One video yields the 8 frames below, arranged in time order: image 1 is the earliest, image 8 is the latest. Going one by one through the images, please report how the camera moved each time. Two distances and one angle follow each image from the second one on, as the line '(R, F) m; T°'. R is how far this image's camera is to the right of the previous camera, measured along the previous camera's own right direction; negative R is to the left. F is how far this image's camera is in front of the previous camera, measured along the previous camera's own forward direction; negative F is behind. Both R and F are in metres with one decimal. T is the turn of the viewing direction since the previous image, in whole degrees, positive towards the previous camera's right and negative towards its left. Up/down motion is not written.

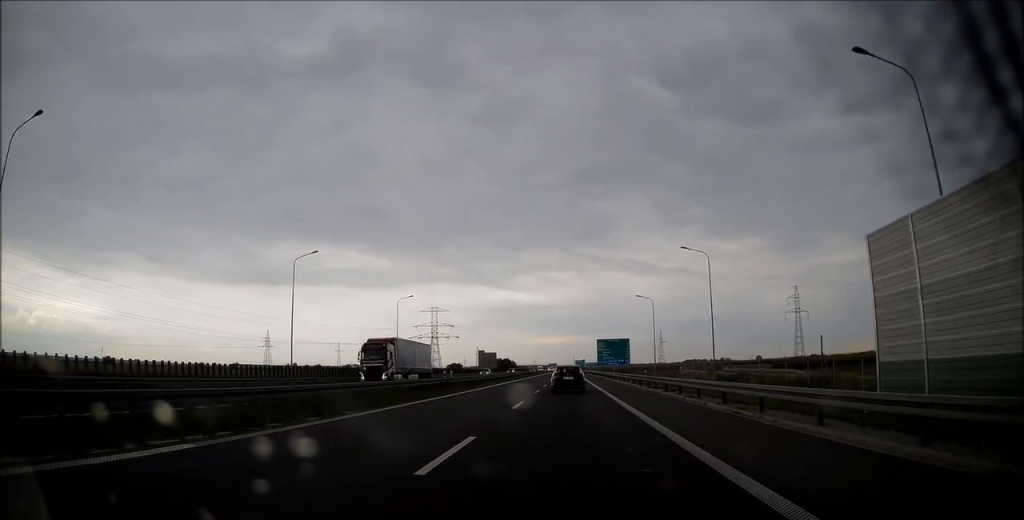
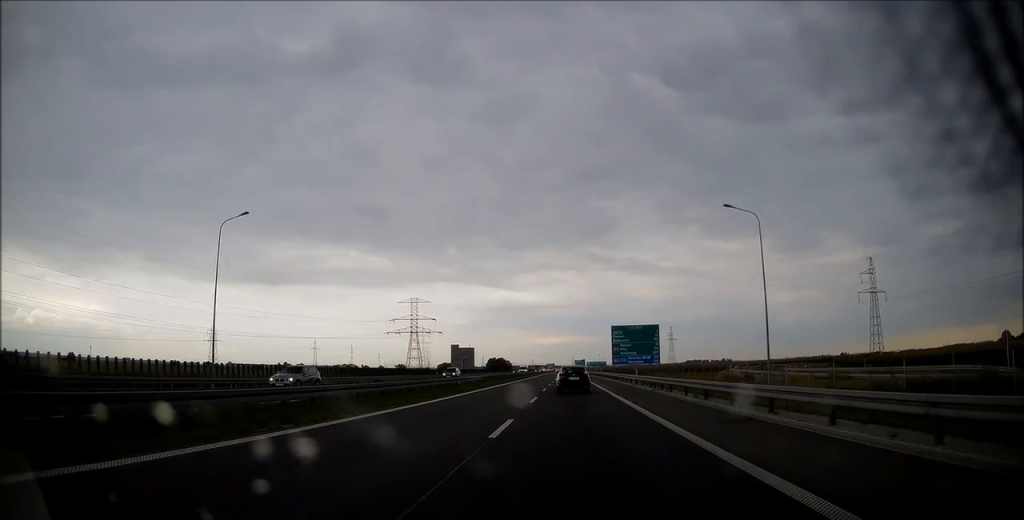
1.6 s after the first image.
(-0.2, +44.0) m; 0°
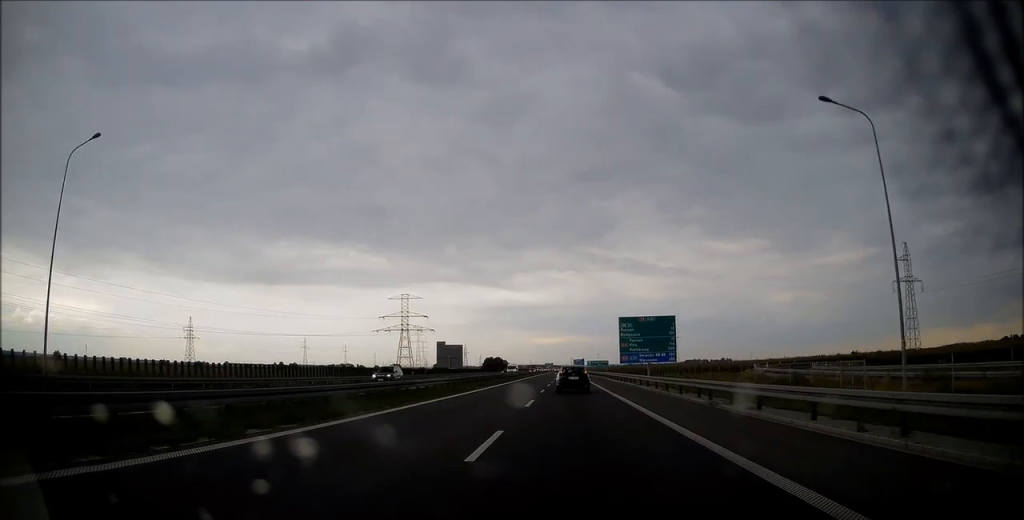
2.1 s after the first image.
(0.0, +14.9) m; 0°
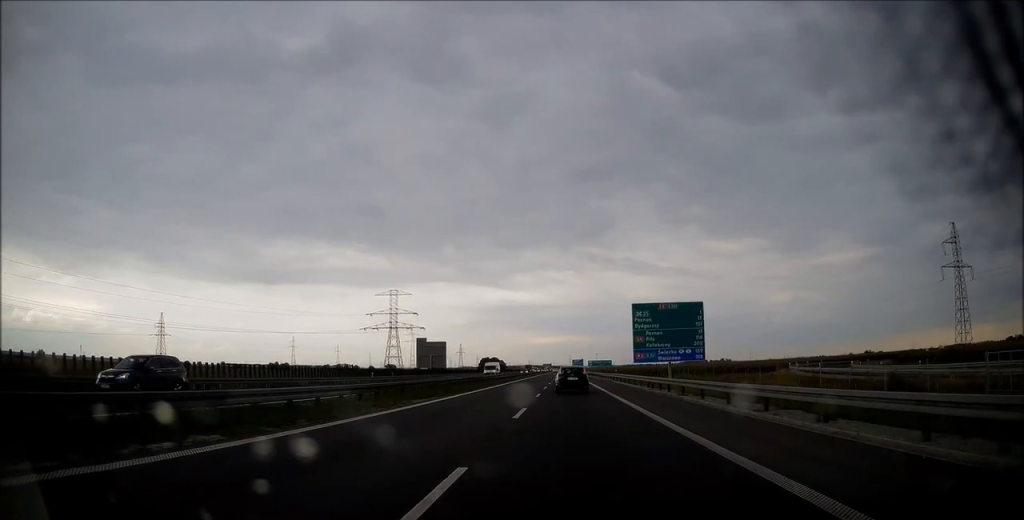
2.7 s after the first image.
(0.0, +16.7) m; 0°
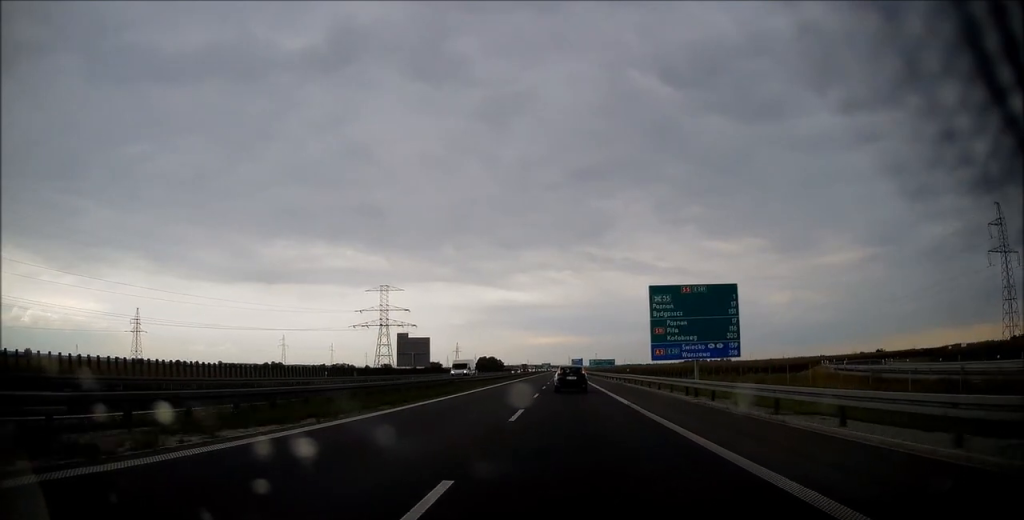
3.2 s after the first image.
(0.0, +13.0) m; 0°
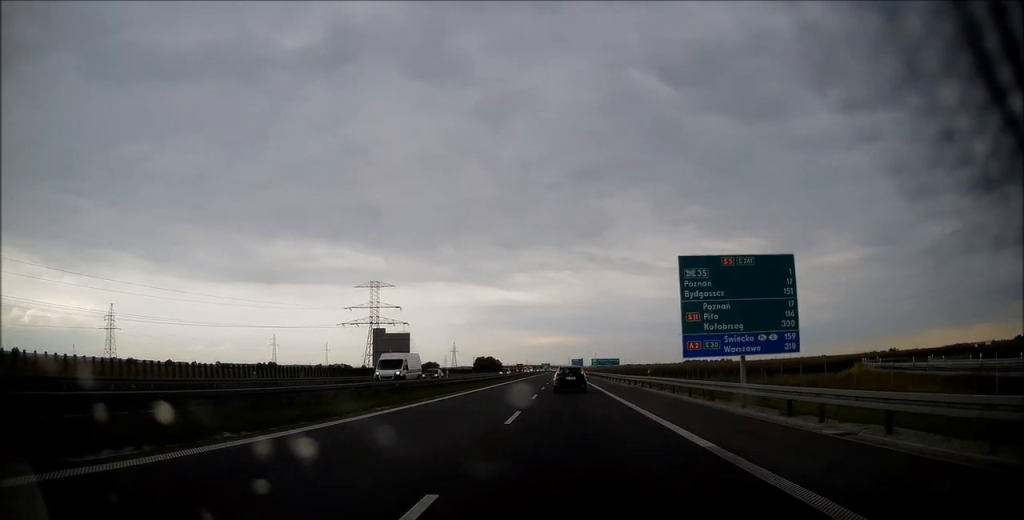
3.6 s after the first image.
(0.0, +13.0) m; 0°
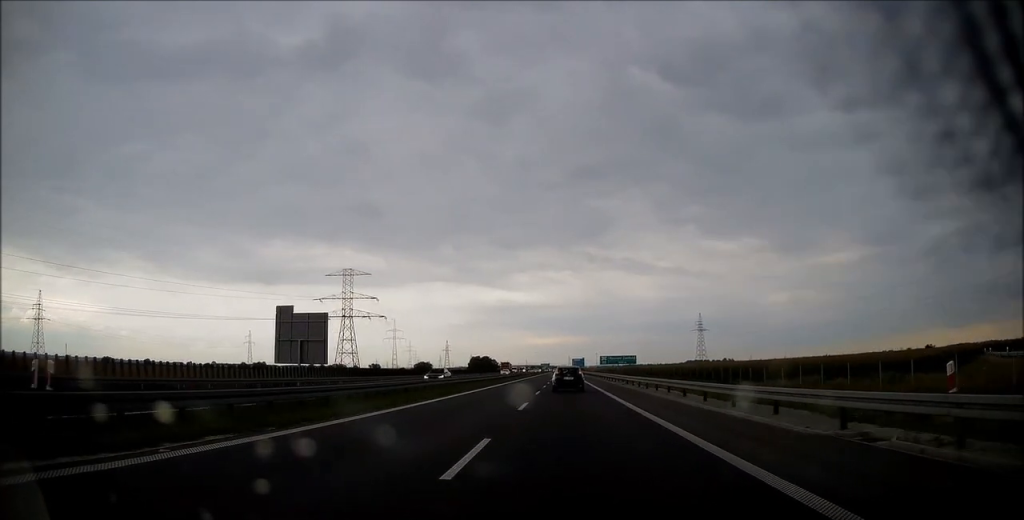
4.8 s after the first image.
(0.0, +31.4) m; +1°
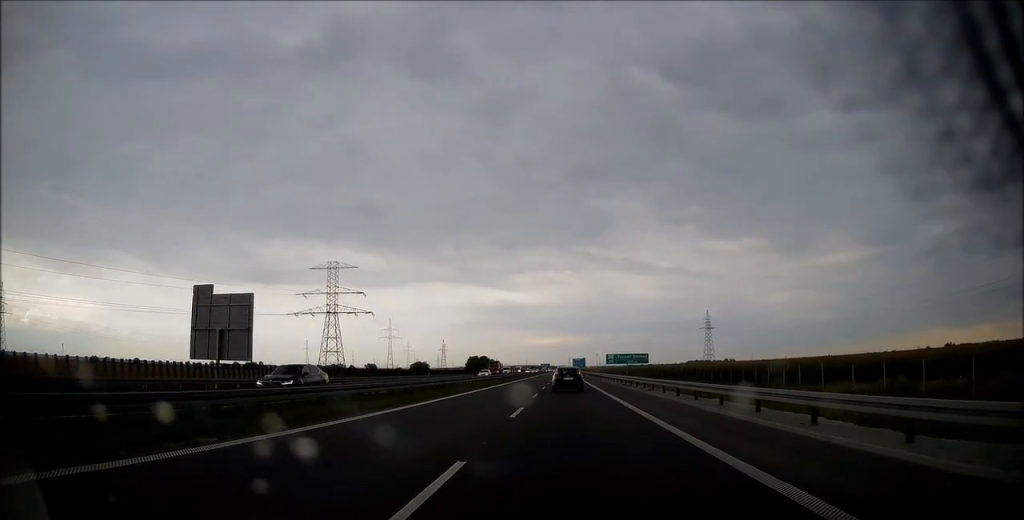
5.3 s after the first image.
(+0.1, +14.7) m; 0°
